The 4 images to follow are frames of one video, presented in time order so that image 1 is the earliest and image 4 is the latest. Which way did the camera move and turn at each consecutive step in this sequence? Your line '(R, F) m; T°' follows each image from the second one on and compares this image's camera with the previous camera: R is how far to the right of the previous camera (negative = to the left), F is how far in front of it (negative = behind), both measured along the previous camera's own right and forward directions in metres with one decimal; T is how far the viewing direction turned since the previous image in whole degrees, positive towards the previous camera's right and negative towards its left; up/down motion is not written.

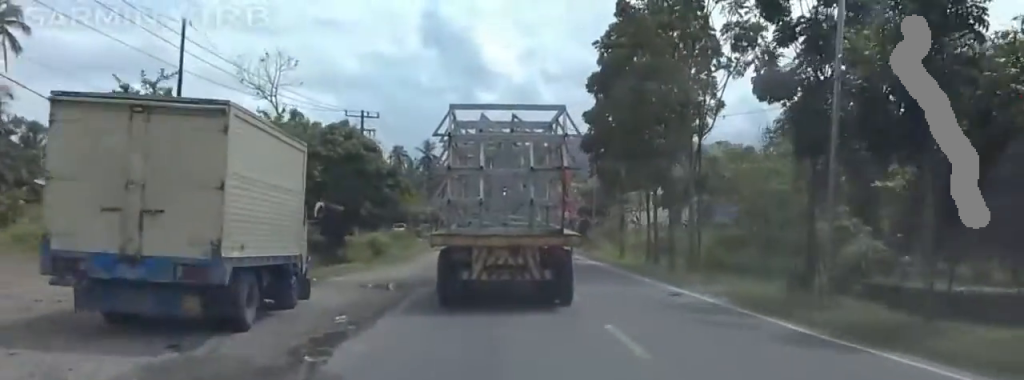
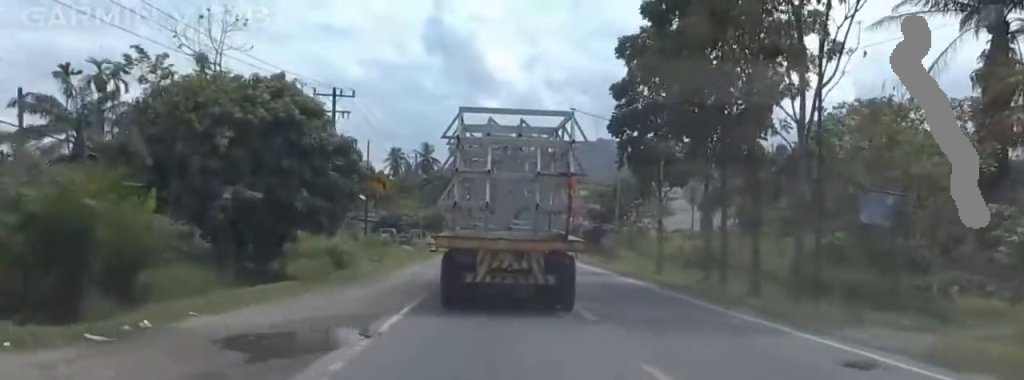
(0.0, +8.1) m; +1°
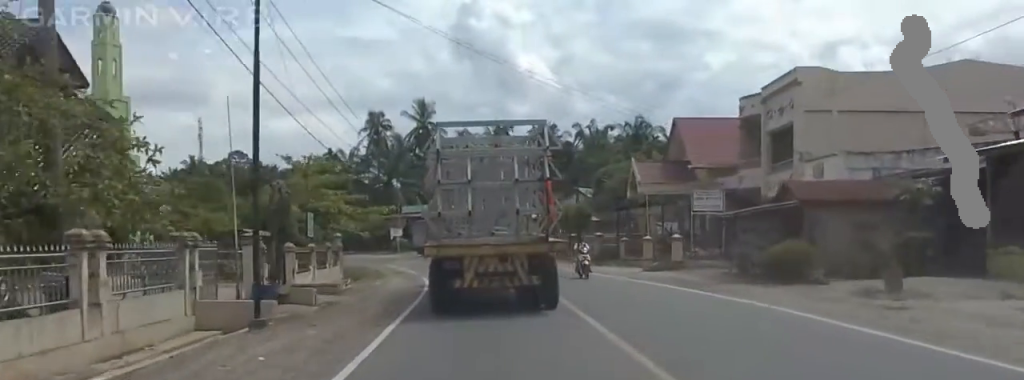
(+1.0, +39.6) m; +6°
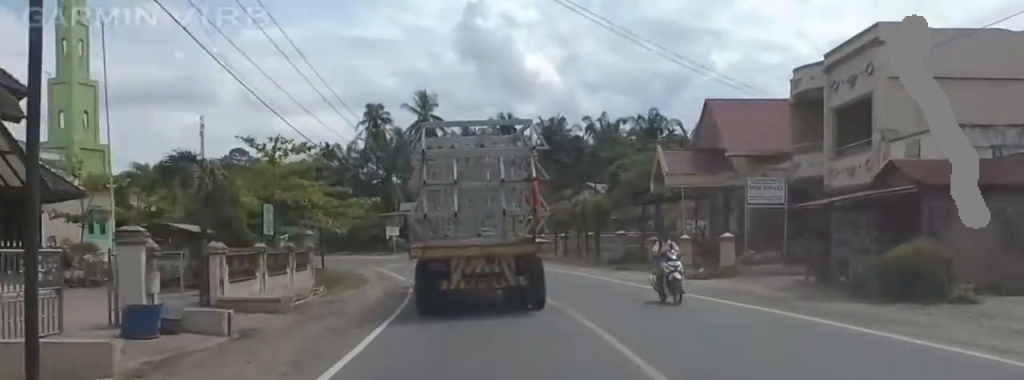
(+0.2, +2.7) m; -2°
